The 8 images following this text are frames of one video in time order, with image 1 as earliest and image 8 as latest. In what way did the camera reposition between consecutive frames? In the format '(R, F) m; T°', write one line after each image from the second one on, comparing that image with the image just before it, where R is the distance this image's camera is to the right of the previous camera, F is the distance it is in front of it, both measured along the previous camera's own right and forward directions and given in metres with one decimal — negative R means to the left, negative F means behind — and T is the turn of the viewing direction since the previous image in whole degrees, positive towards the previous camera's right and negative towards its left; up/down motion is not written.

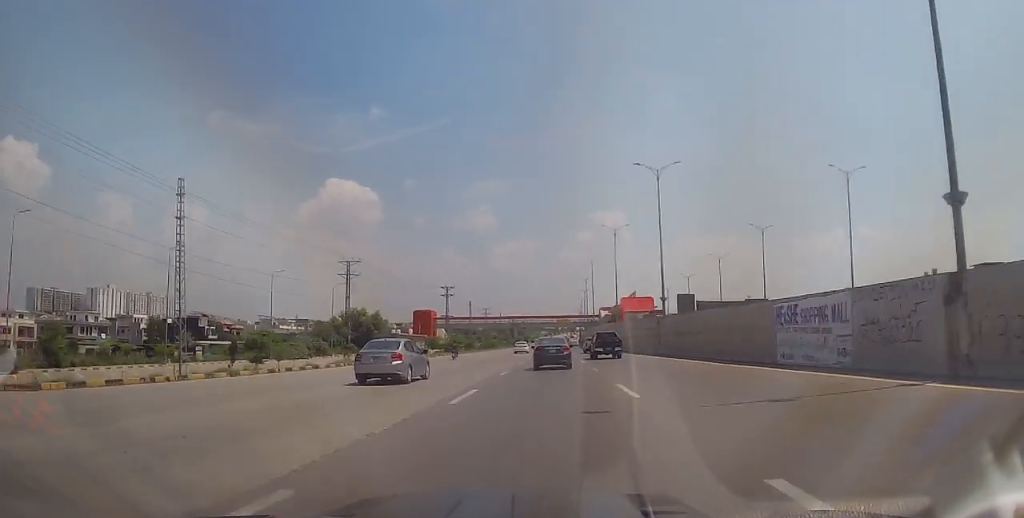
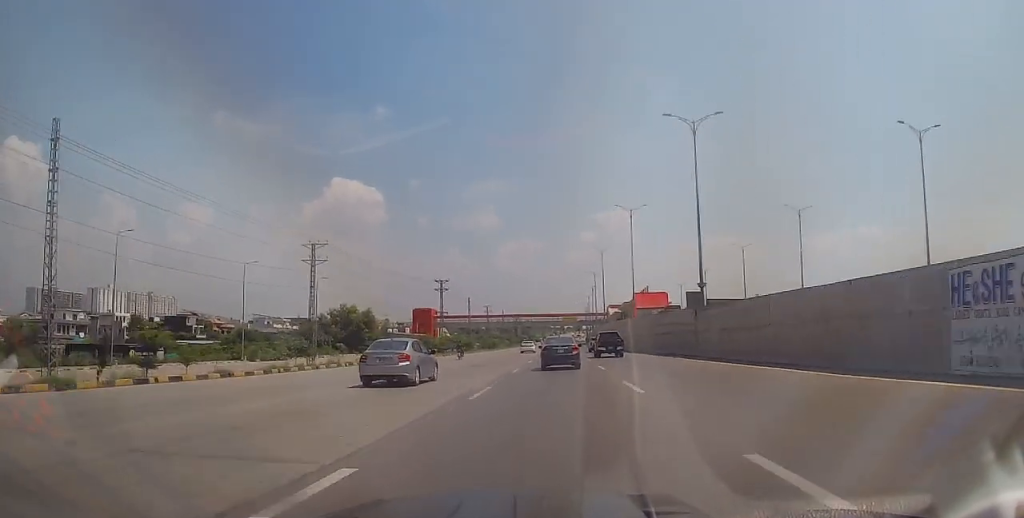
(0.0, +10.9) m; 0°
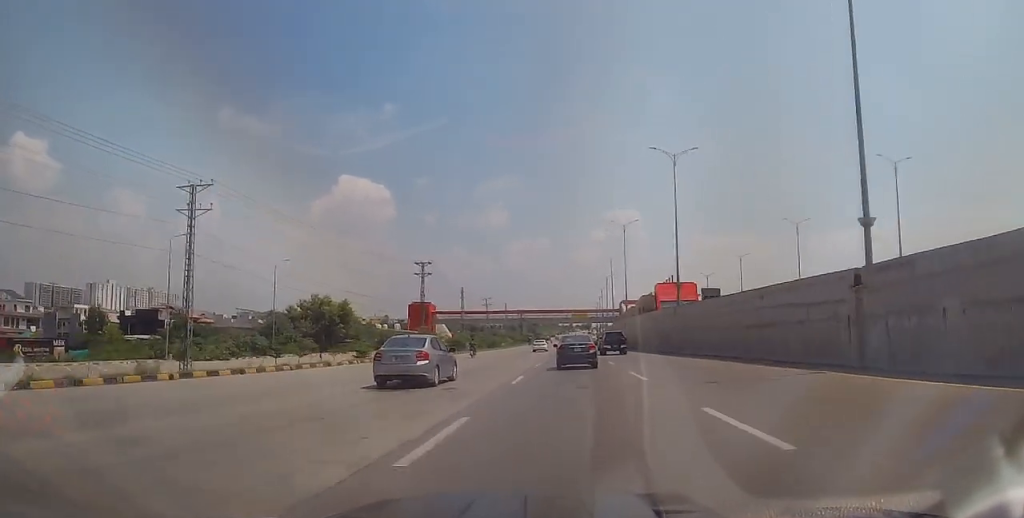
(0.0, +20.0) m; -1°
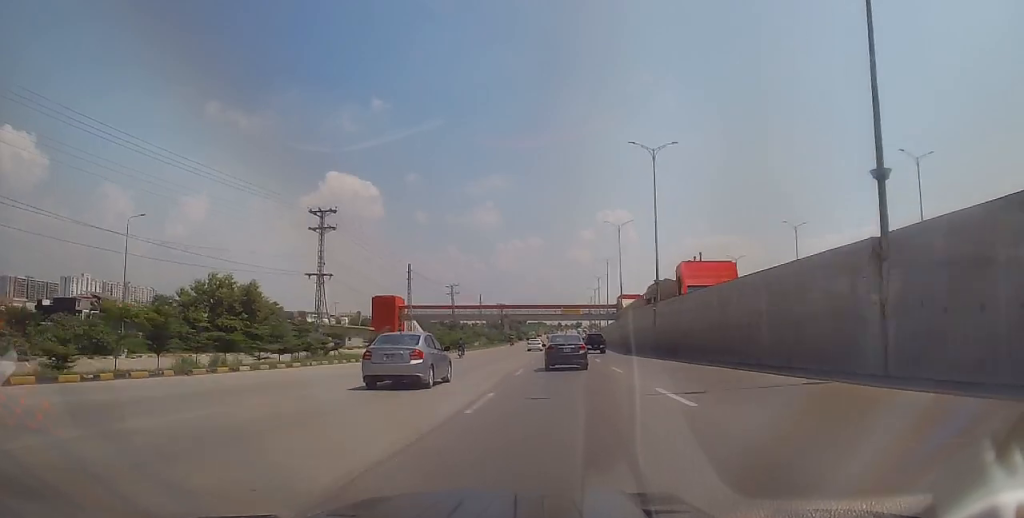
(-0.1, +31.9) m; +1°
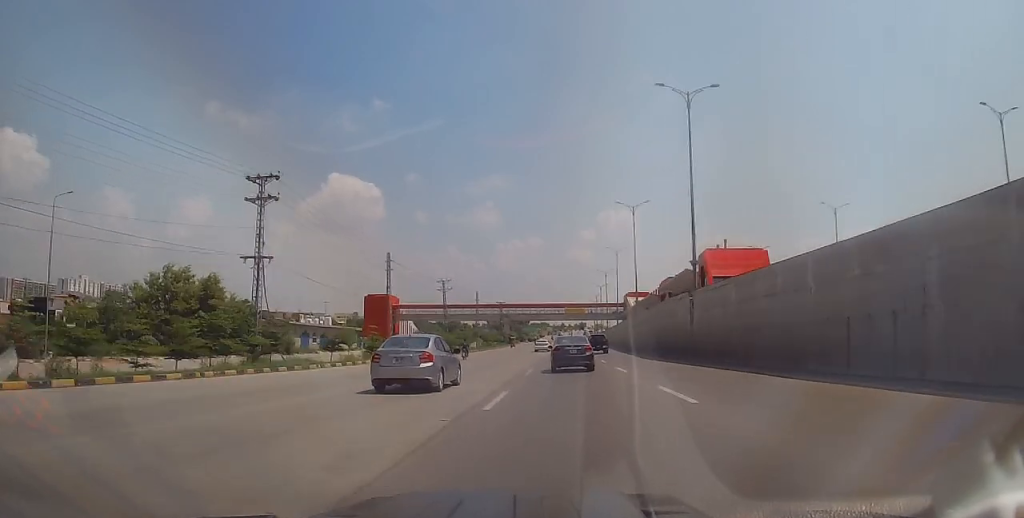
(+0.1, +11.2) m; +1°
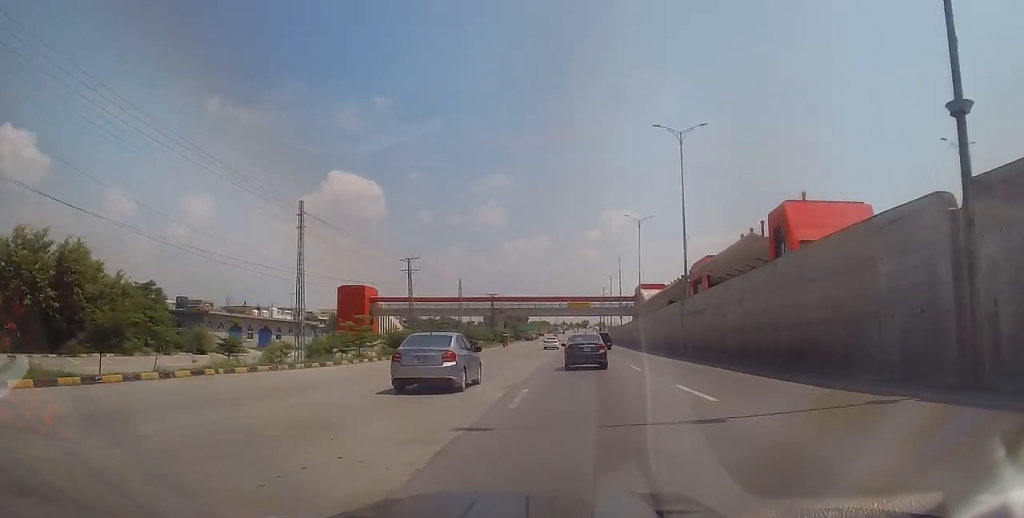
(+0.1, +23.5) m; 0°
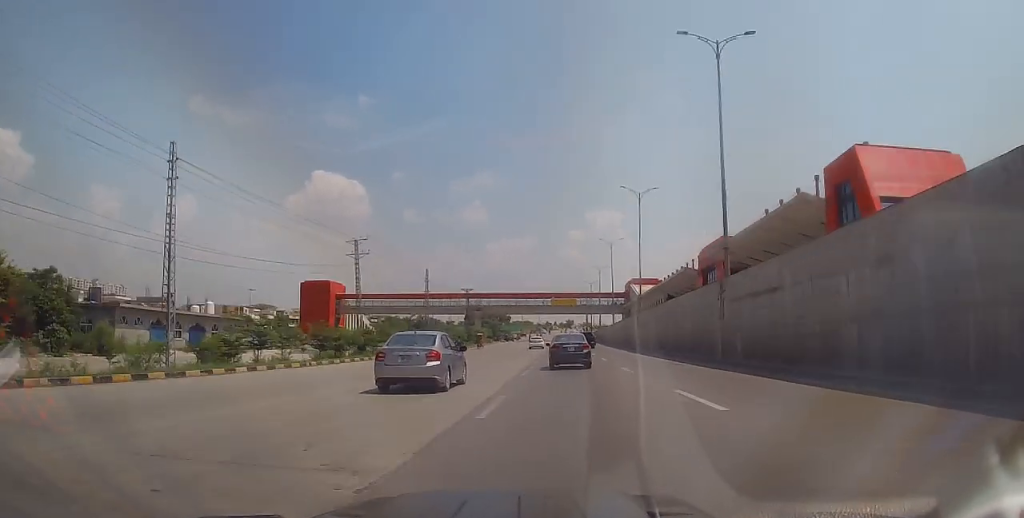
(0.0, +13.7) m; 0°
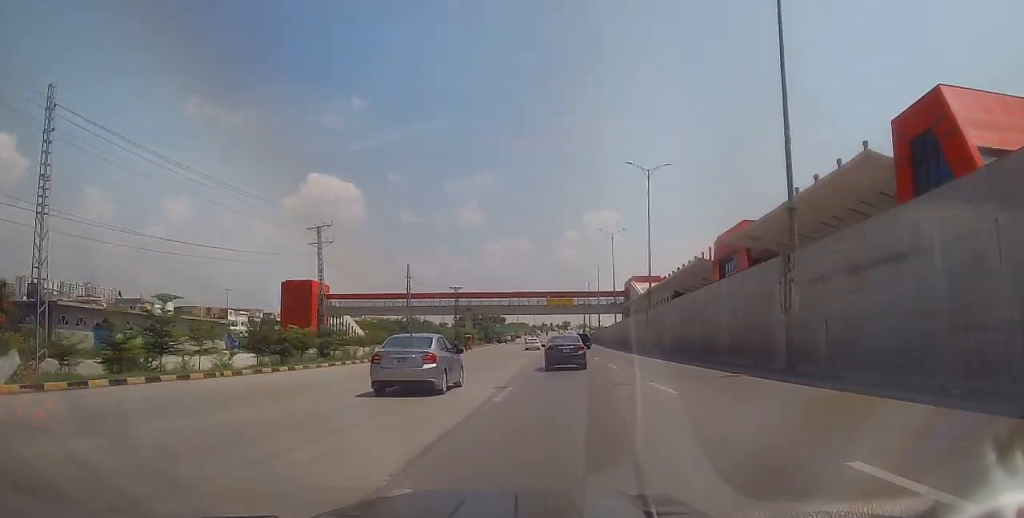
(-0.1, +8.6) m; 0°
